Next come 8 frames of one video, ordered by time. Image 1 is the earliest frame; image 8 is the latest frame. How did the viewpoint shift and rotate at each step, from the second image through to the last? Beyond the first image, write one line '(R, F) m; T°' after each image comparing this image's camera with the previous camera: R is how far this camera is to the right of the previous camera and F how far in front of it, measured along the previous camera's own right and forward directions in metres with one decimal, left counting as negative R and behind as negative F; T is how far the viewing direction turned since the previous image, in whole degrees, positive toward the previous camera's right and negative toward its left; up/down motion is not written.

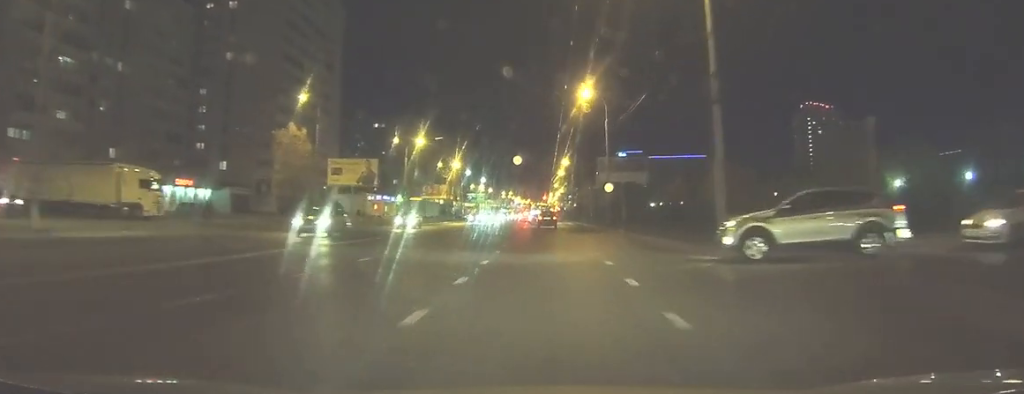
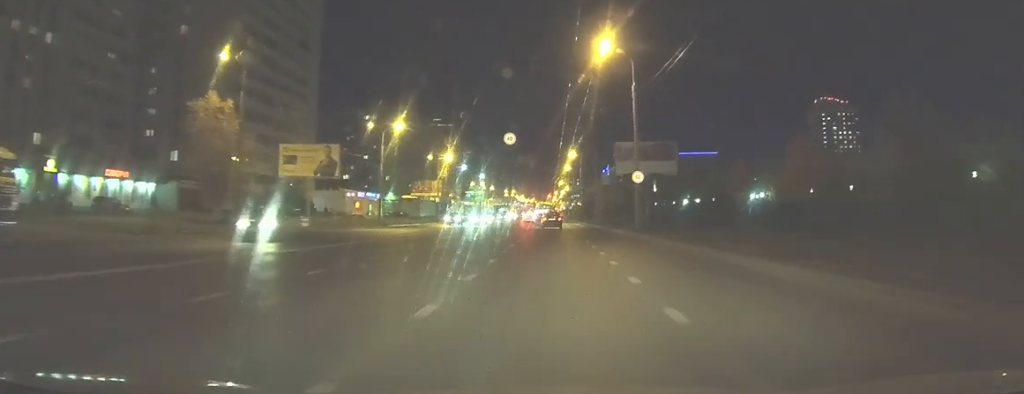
(+0.1, +15.4) m; 0°
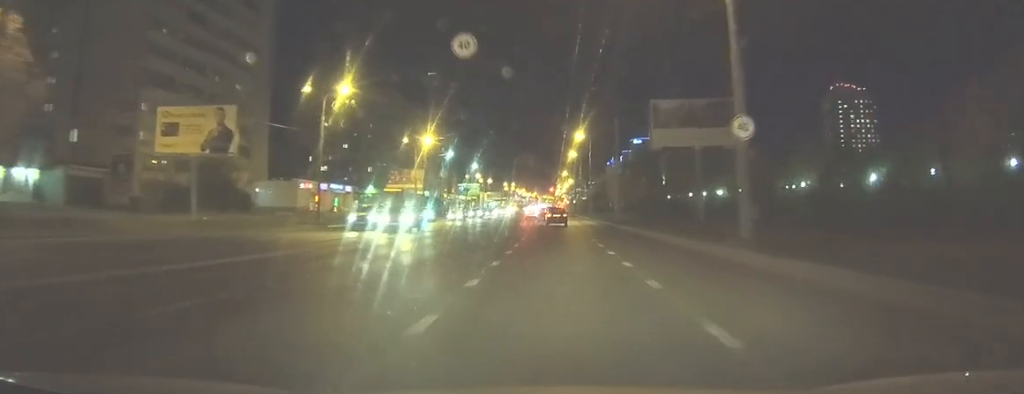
(-0.3, +21.1) m; -1°
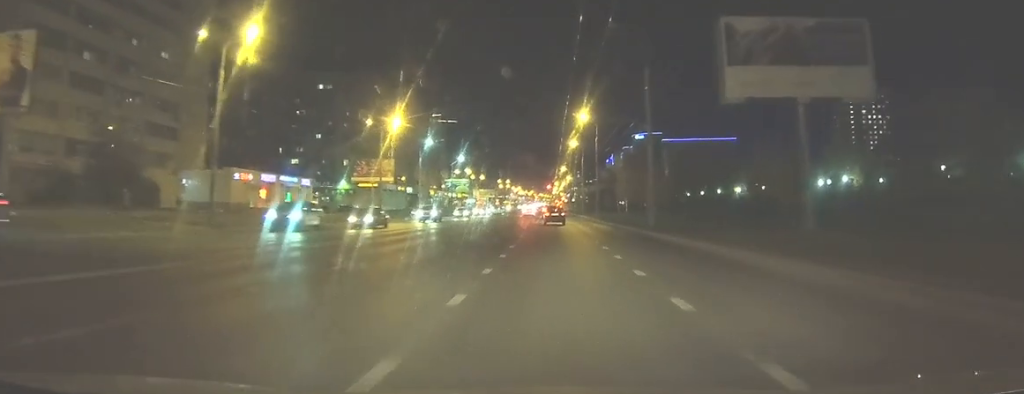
(-0.2, +17.9) m; -1°
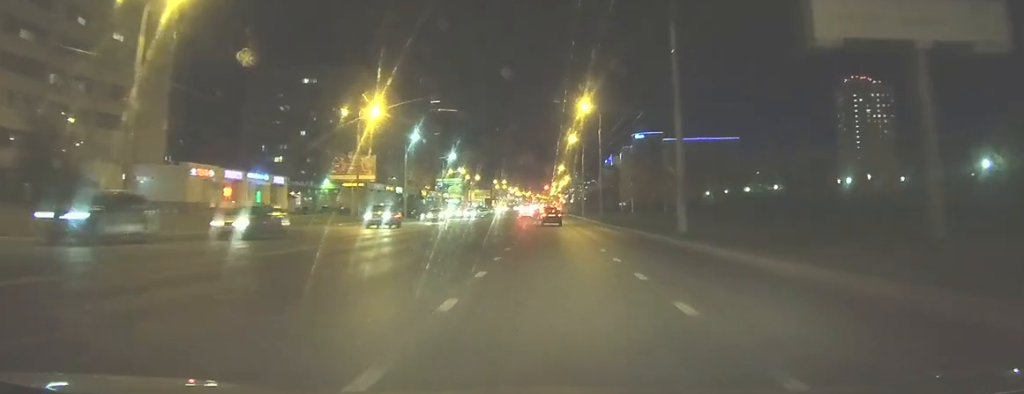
(0.0, +8.4) m; 0°
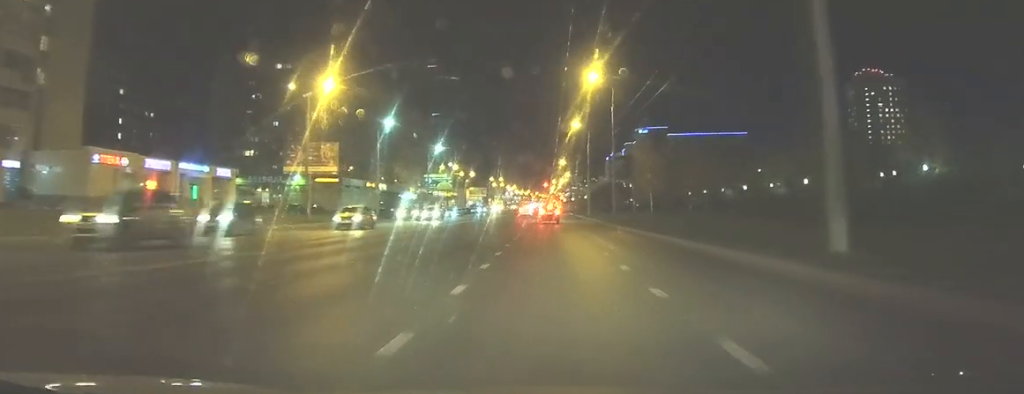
(+0.2, +14.5) m; +1°
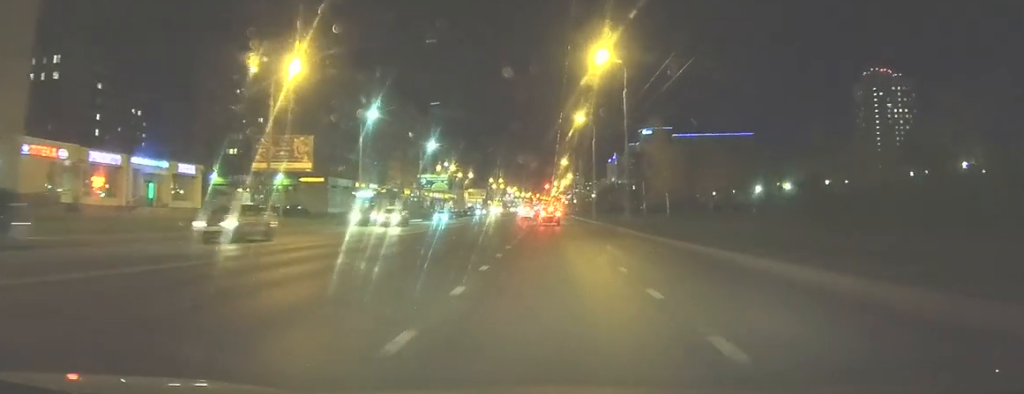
(0.0, +7.7) m; 0°
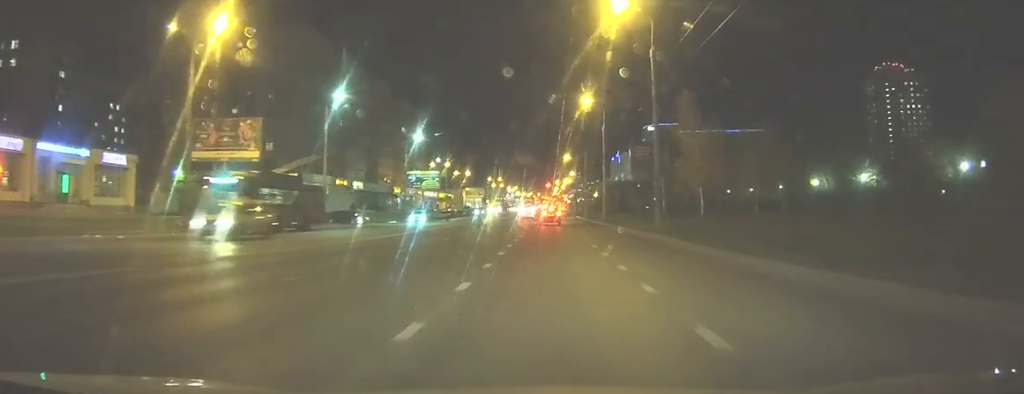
(0.0, +11.2) m; 0°
